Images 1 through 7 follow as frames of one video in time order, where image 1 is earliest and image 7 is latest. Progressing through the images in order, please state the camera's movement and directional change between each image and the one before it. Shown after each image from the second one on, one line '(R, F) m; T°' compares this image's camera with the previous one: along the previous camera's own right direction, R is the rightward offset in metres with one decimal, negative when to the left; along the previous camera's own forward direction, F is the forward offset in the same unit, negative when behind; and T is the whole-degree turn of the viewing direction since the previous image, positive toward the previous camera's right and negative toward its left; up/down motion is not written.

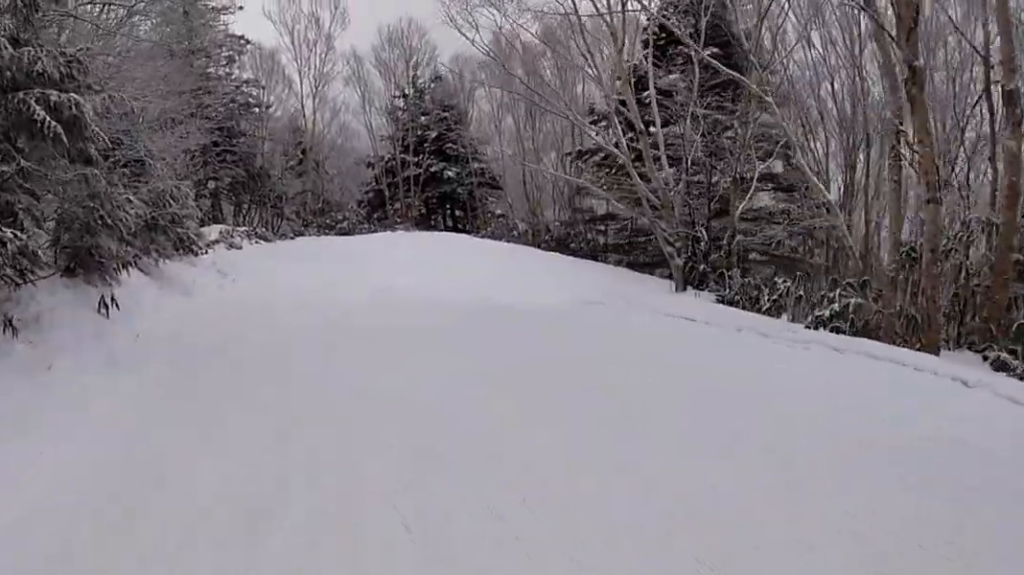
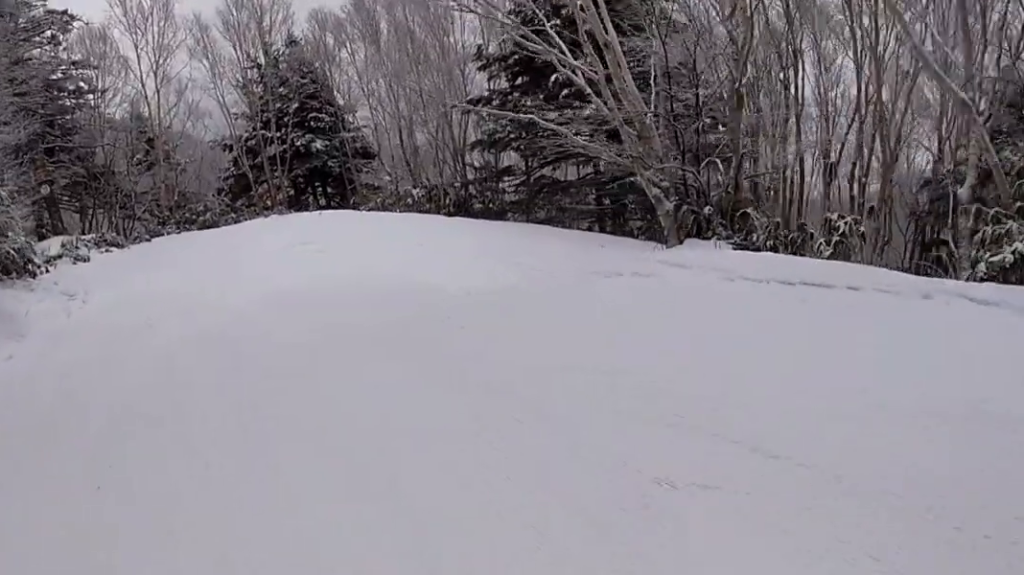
(-0.3, +3.5) m; +9°
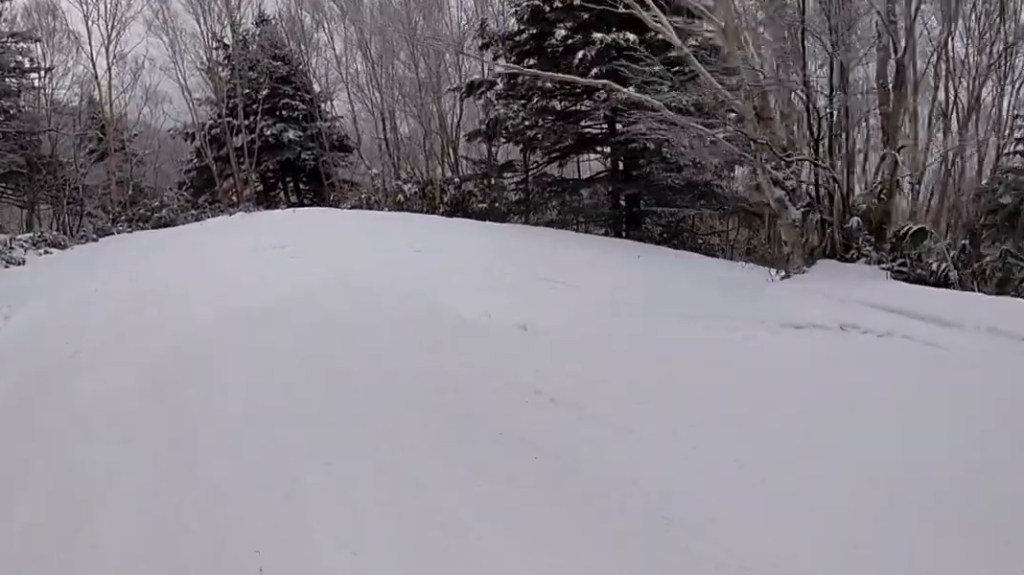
(+0.7, +2.6) m; +12°
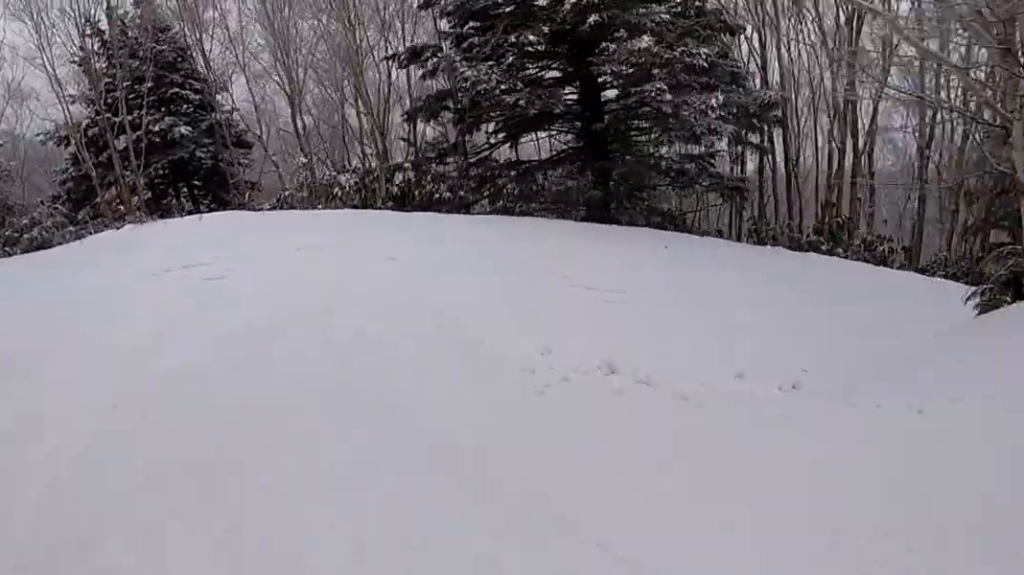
(+0.5, +3.2) m; +26°
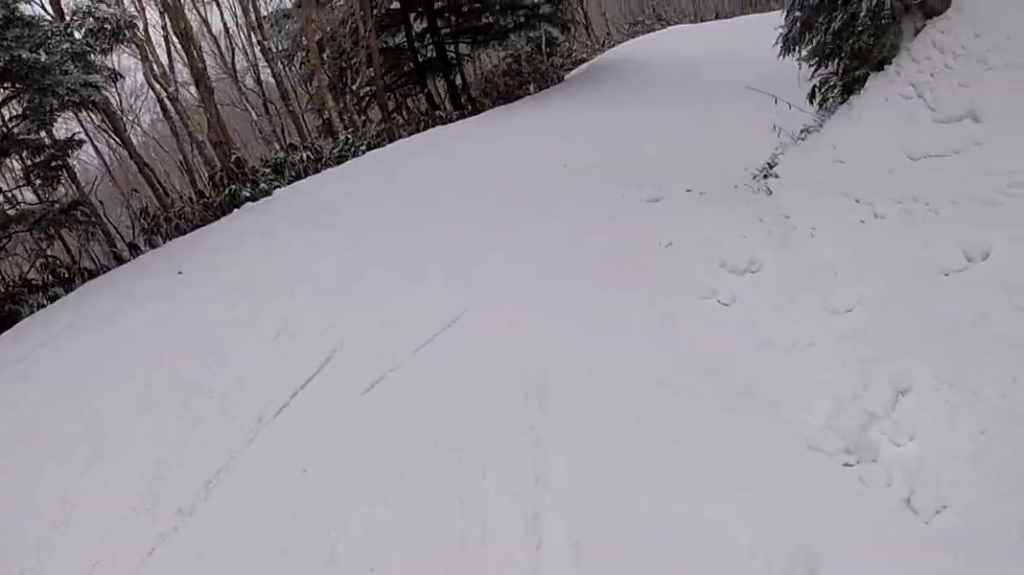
(+3.9, +3.8) m; +77°
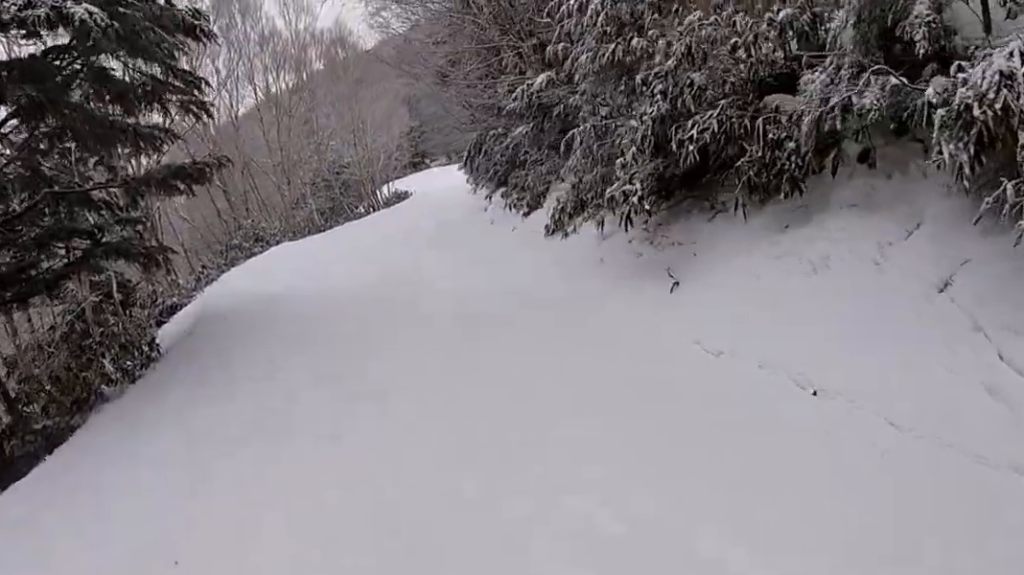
(+1.5, +9.9) m; +23°
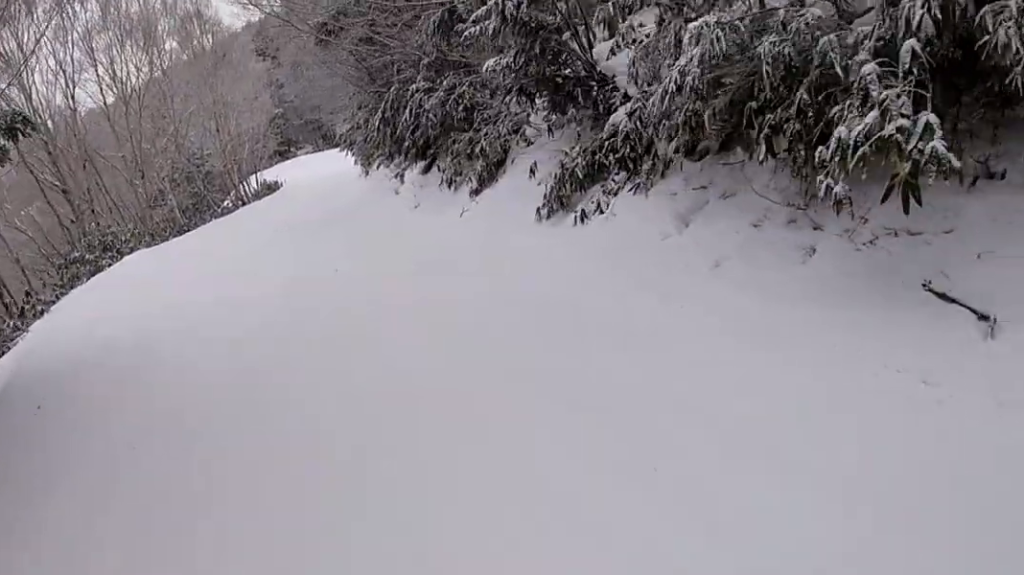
(+0.5, +4.6) m; +1°
